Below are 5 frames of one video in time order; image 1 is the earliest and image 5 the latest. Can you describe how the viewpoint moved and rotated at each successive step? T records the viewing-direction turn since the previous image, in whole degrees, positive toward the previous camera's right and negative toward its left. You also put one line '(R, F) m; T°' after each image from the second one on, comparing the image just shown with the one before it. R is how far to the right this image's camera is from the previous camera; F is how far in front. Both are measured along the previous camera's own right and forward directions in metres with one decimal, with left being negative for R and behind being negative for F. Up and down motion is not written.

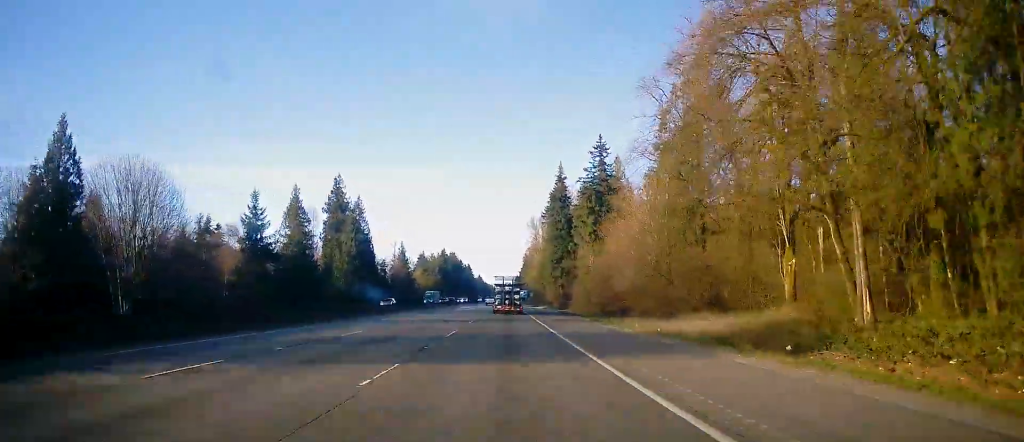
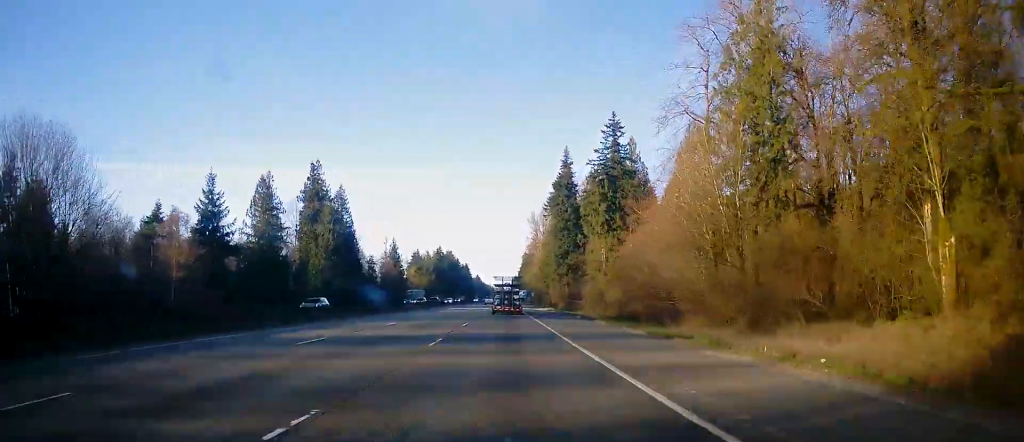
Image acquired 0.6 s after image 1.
(+0.1, +17.0) m; 0°
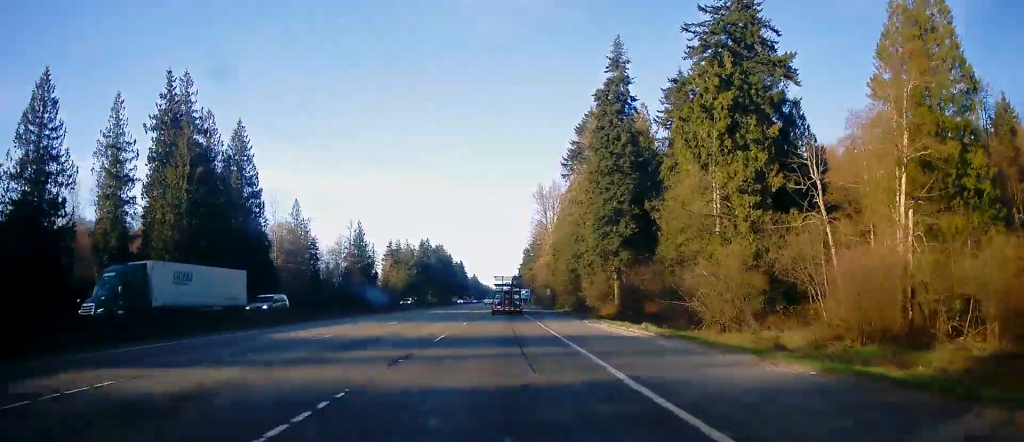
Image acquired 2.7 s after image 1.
(-0.4, +59.5) m; 0°
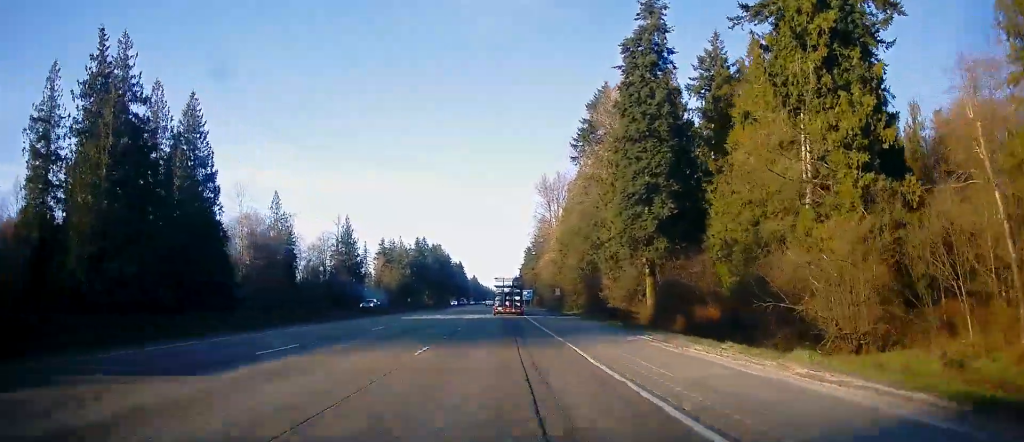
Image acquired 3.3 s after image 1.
(0.0, +16.0) m; 0°
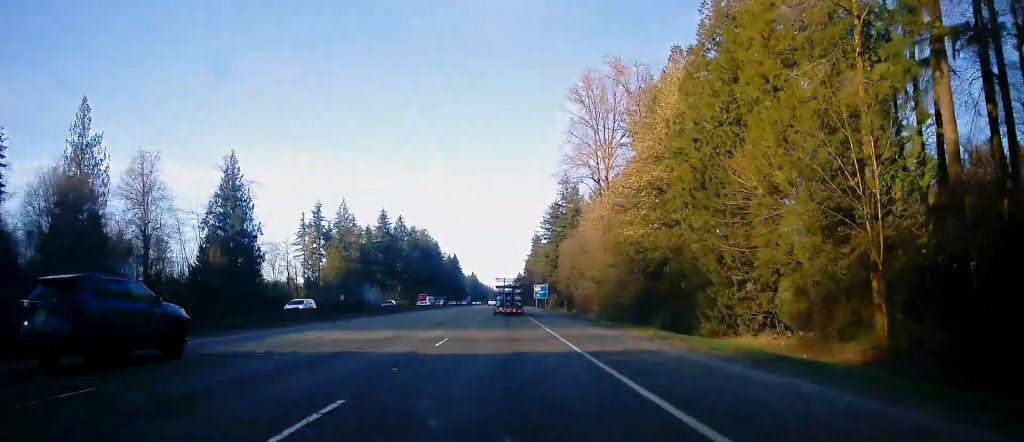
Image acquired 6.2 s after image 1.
(-0.2, +81.8) m; 0°
